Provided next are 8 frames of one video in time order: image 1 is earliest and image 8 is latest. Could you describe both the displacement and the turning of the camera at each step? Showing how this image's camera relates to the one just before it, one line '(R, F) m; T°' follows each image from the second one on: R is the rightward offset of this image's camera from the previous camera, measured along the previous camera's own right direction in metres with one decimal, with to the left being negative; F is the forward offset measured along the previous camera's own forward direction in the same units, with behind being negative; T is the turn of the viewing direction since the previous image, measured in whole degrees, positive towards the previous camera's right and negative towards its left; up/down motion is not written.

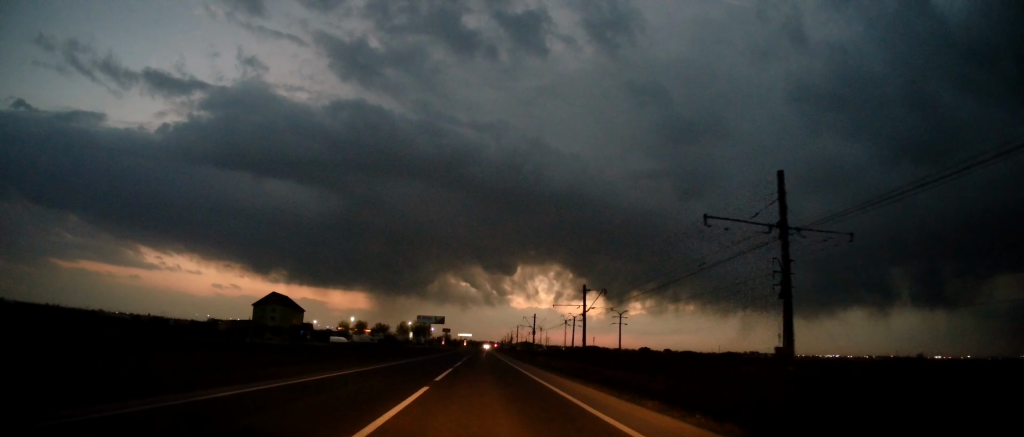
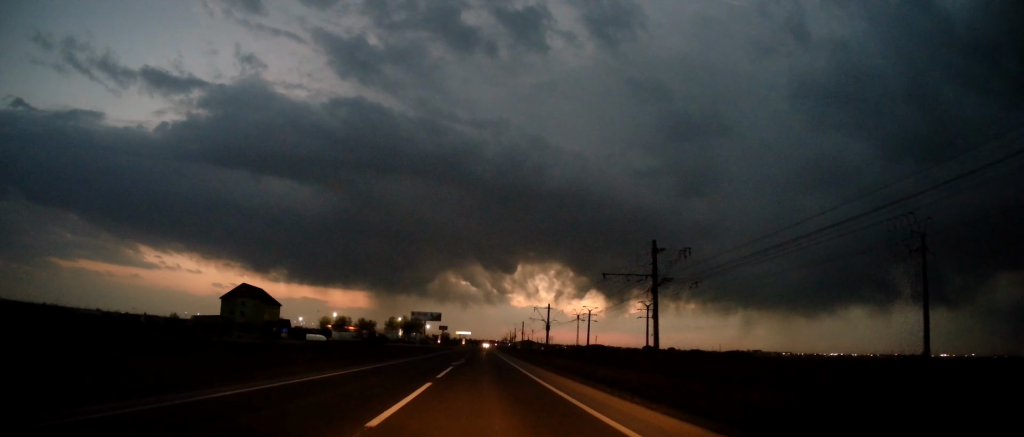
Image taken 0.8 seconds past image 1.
(-0.3, +22.5) m; 0°
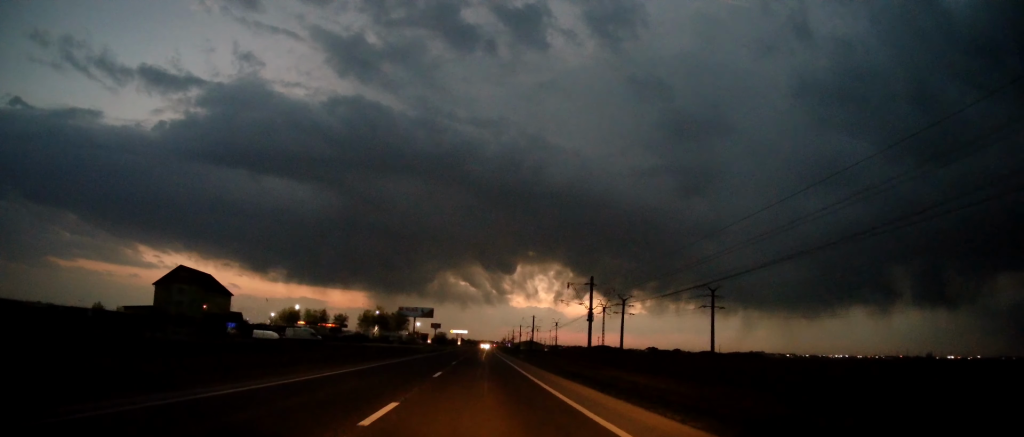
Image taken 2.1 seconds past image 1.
(+0.3, +33.4) m; +1°
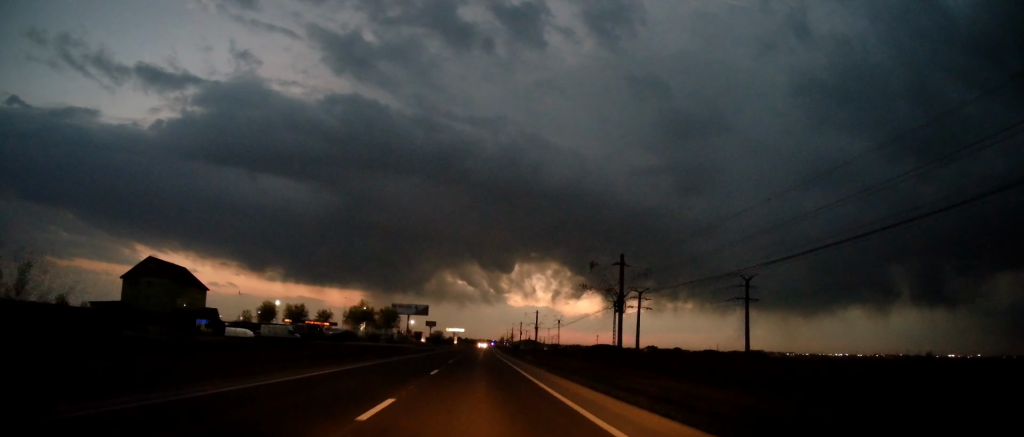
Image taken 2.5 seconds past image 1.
(0.0, +11.7) m; 0°
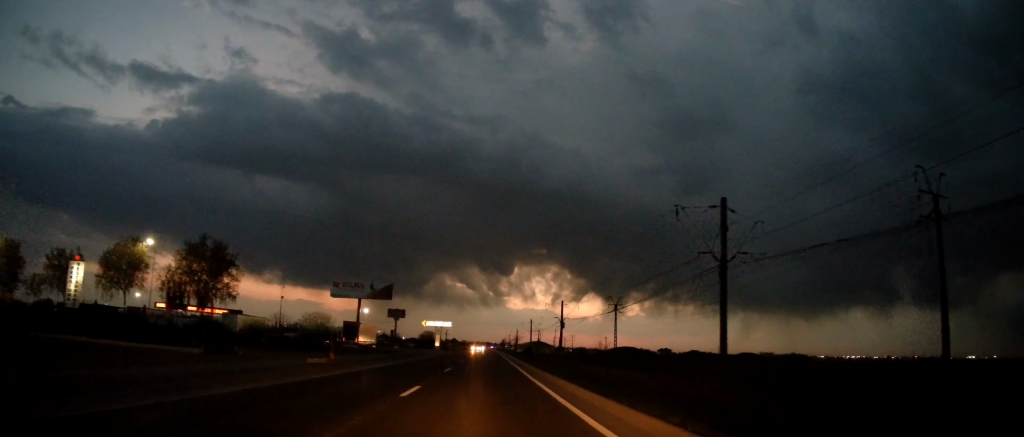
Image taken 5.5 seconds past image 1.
(+0.2, +80.5) m; +1°
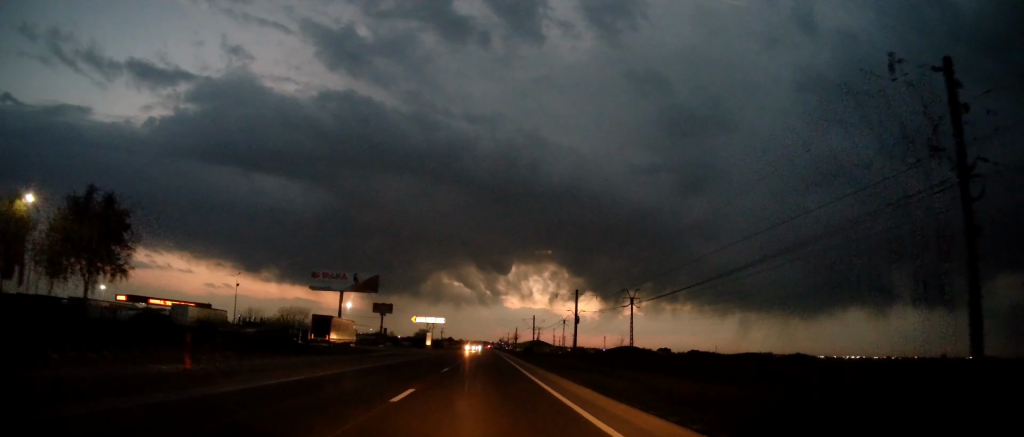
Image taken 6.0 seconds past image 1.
(-0.1, +13.5) m; +1°
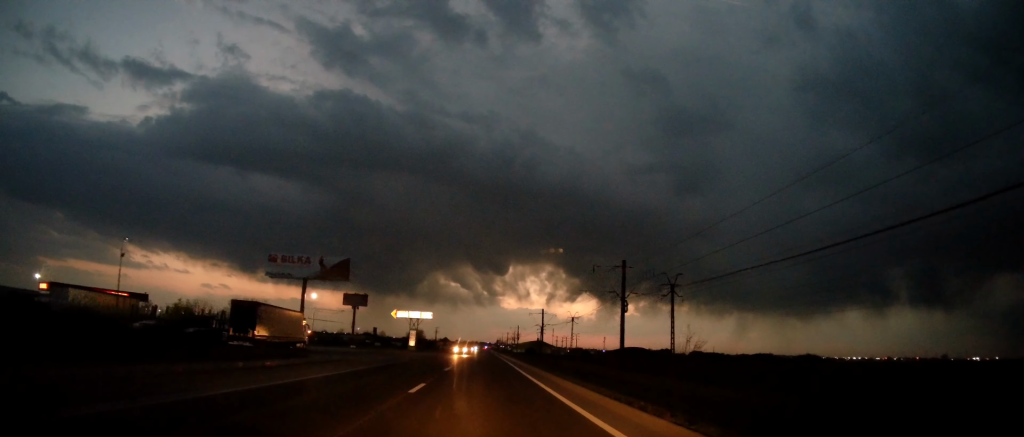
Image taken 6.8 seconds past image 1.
(+0.3, +21.7) m; 0°
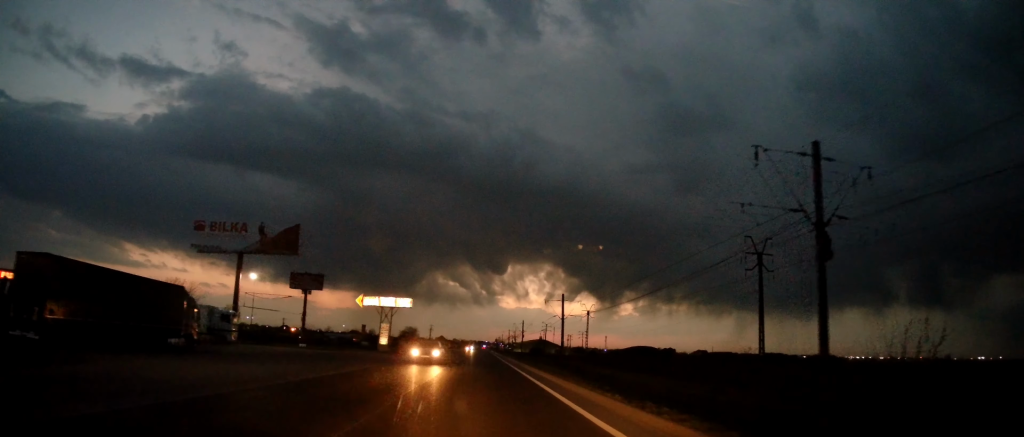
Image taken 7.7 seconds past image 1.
(0.0, +24.4) m; -1°
